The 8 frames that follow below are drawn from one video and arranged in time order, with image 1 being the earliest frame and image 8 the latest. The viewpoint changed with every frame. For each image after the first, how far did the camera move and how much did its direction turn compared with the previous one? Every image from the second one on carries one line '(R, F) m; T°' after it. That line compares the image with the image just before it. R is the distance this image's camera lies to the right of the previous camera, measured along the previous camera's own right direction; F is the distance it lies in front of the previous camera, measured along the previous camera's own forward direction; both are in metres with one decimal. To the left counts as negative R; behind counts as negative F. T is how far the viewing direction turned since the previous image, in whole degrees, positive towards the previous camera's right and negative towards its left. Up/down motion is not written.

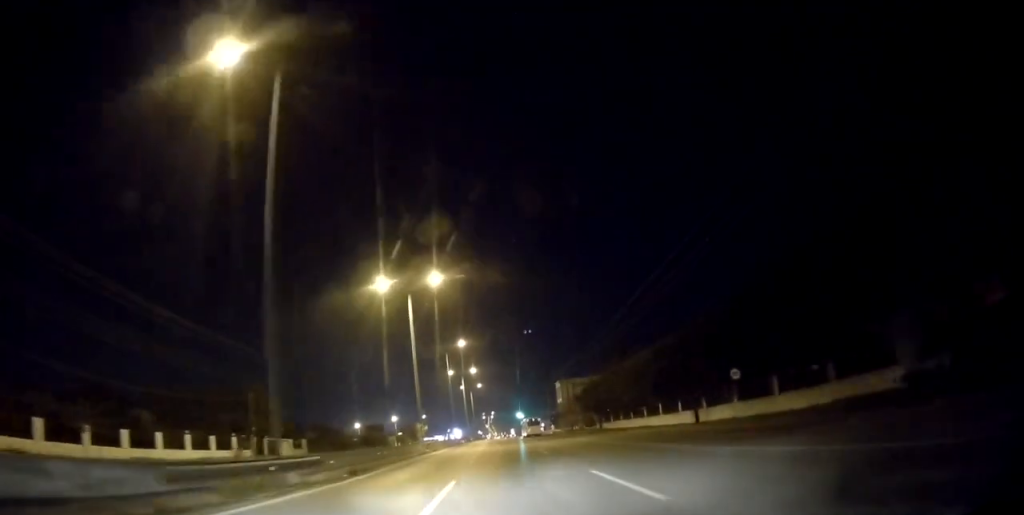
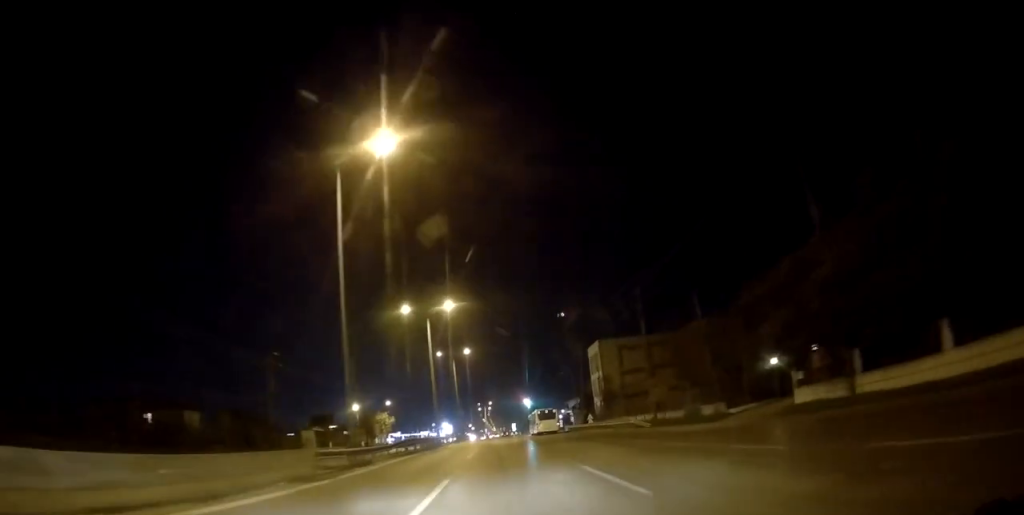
(+0.1, +52.5) m; 0°
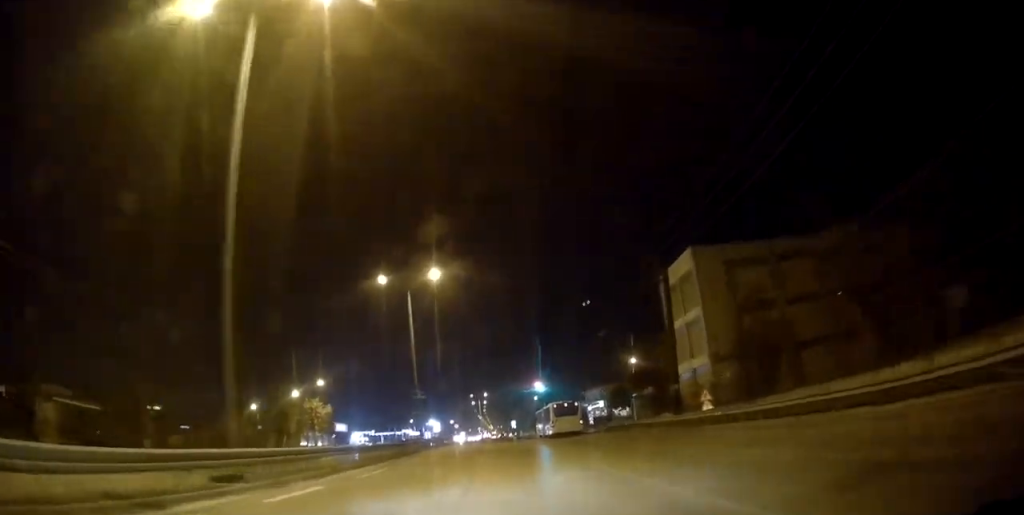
(+1.3, +43.1) m; +4°
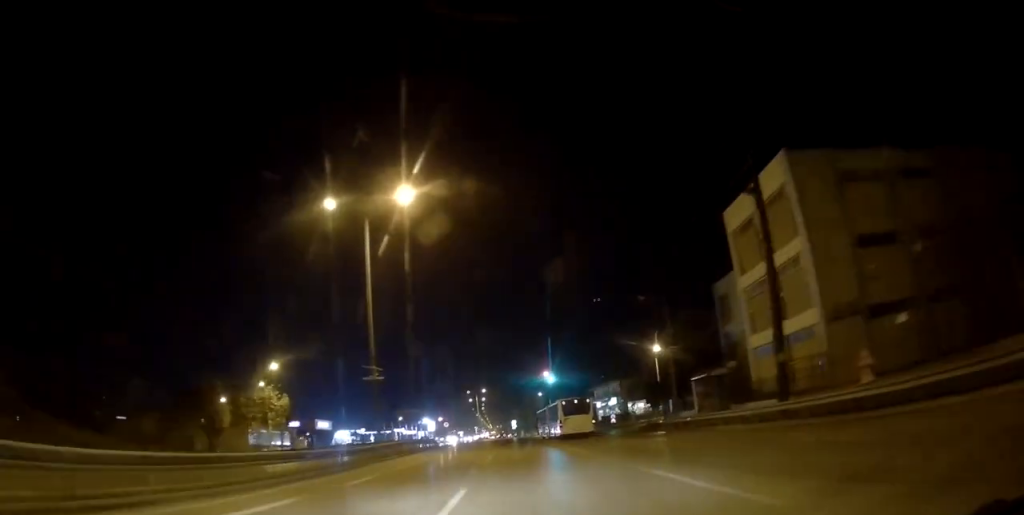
(+0.9, +15.2) m; +1°
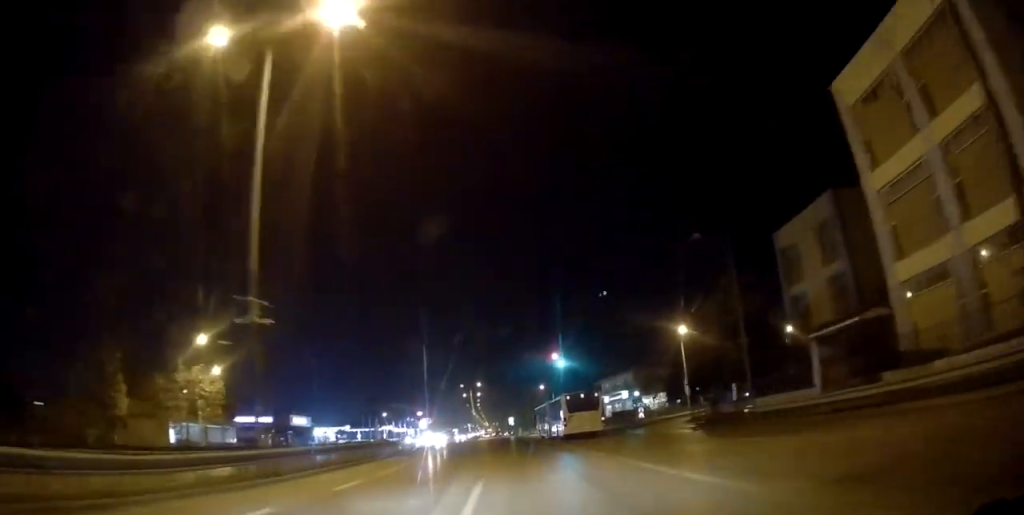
(-0.5, +14.2) m; -2°
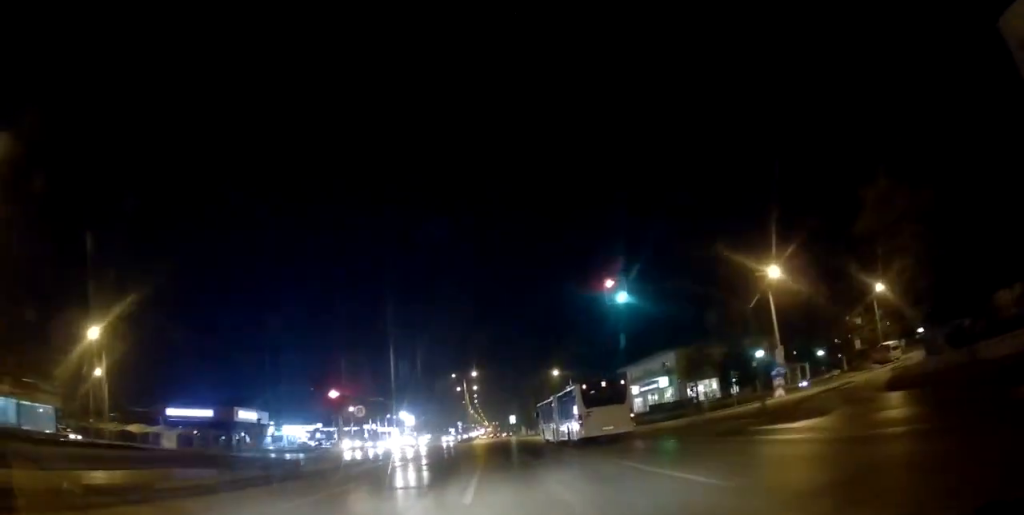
(-0.8, +25.9) m; -4°
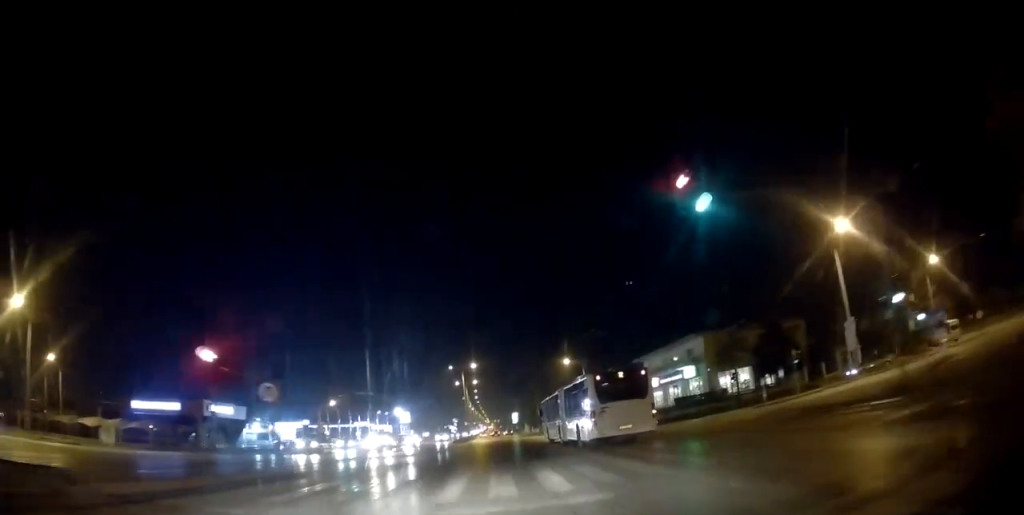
(+0.1, +11.0) m; -2°
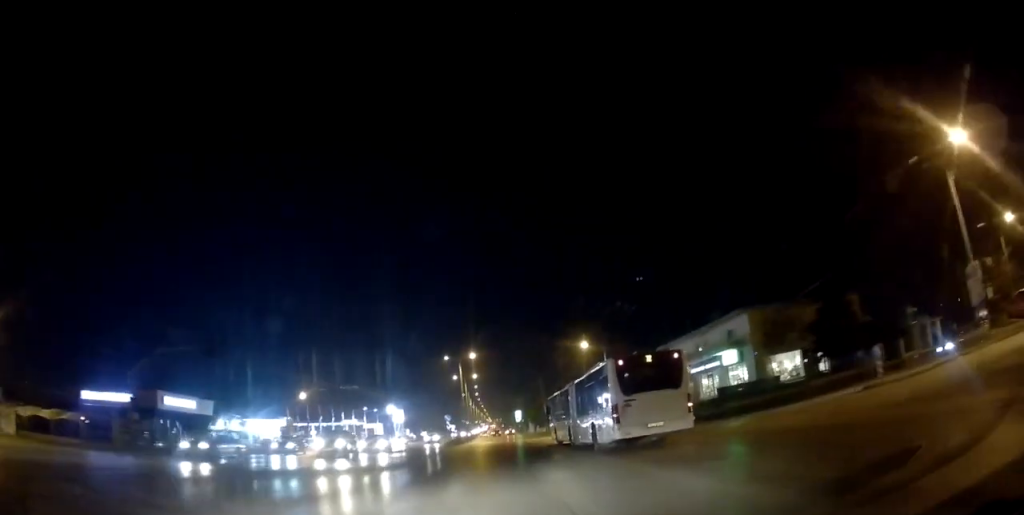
(-0.6, +12.7) m; +1°
